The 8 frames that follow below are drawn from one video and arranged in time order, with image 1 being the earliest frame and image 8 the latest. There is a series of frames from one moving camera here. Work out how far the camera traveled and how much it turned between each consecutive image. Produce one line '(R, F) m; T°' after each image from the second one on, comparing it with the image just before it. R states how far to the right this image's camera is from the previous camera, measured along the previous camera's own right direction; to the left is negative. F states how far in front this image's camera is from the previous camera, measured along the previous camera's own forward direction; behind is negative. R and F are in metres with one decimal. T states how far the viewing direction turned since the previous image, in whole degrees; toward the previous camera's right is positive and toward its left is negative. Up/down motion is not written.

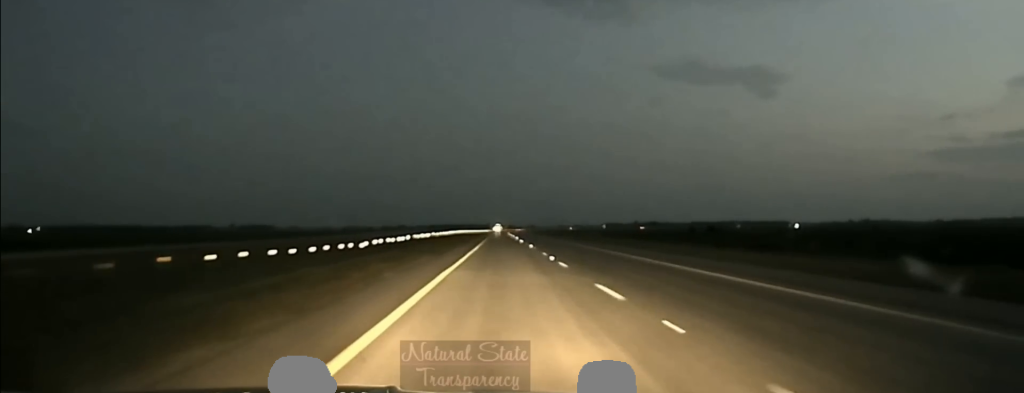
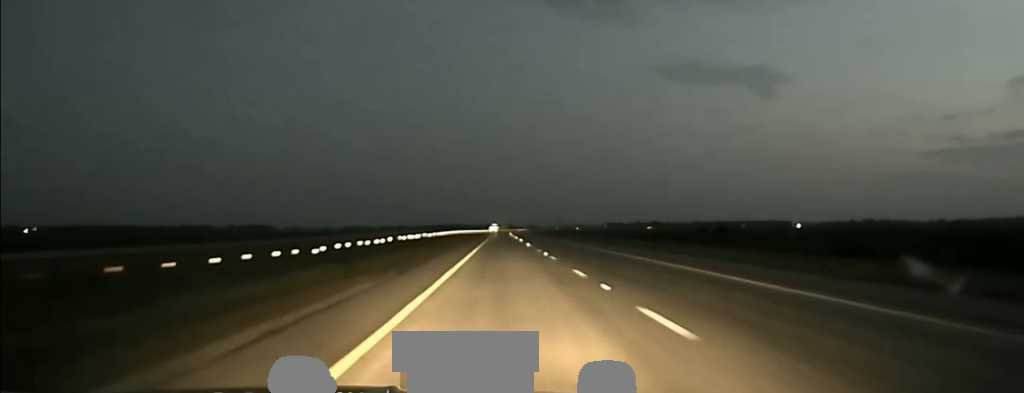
(+0.1, +16.4) m; 0°
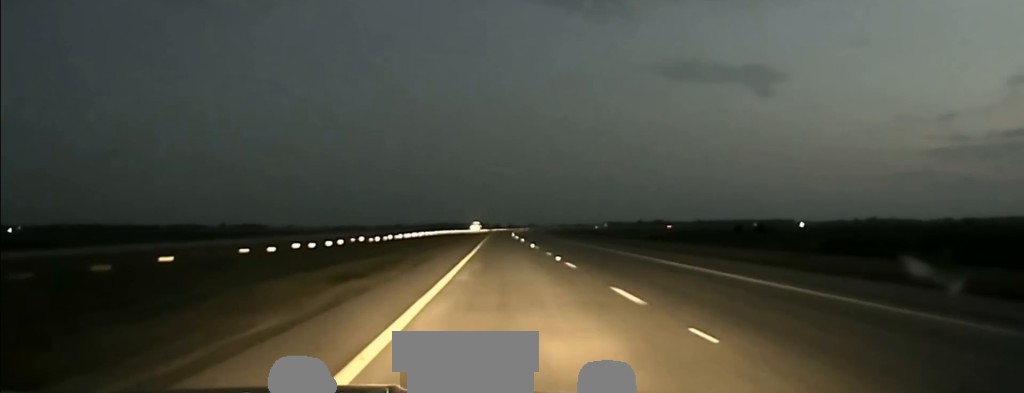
(-0.2, +57.1) m; 0°
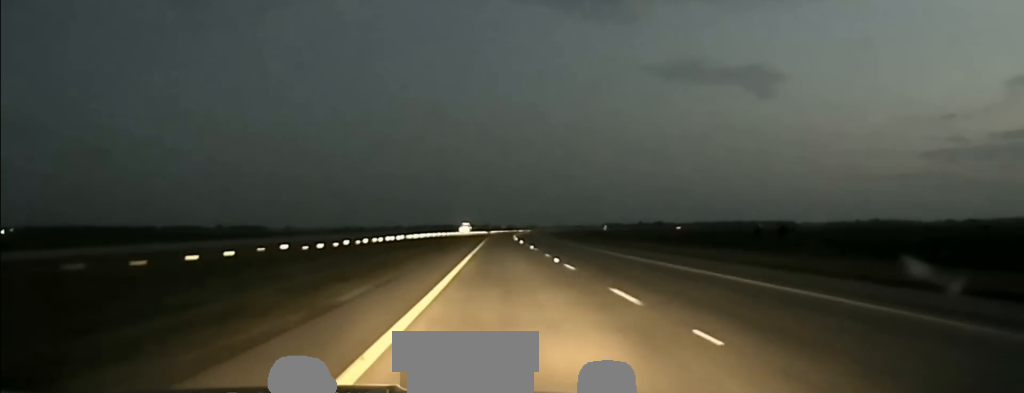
(+0.2, +25.3) m; 0°
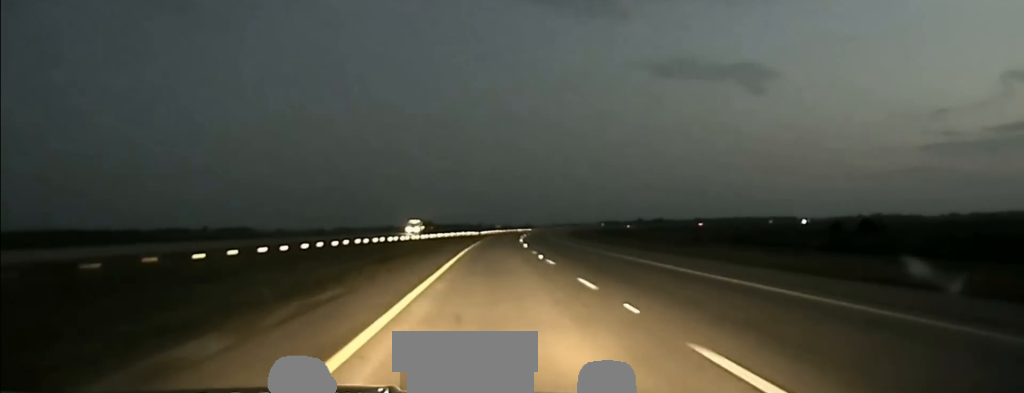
(0.0, +72.9) m; 0°
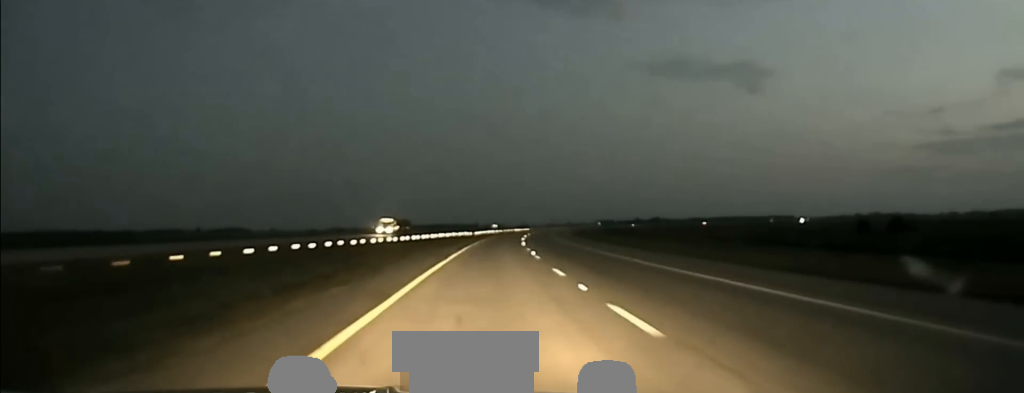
(+0.1, +20.7) m; 0°
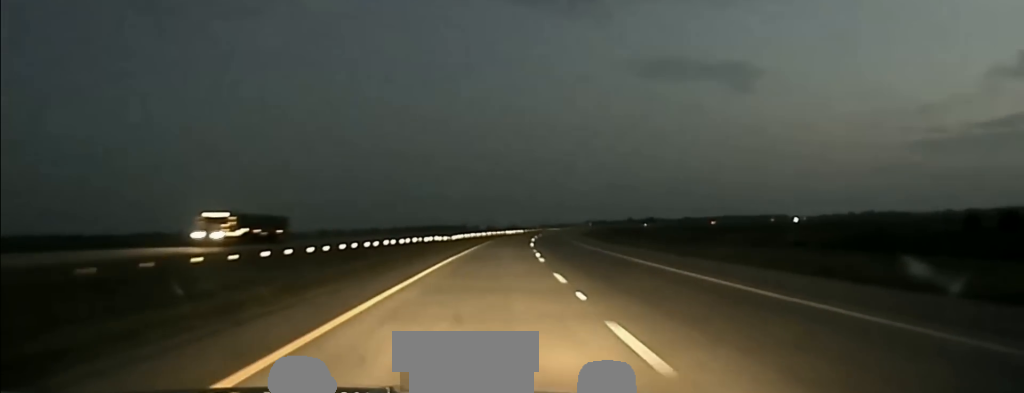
(+0.1, +48.0) m; +1°
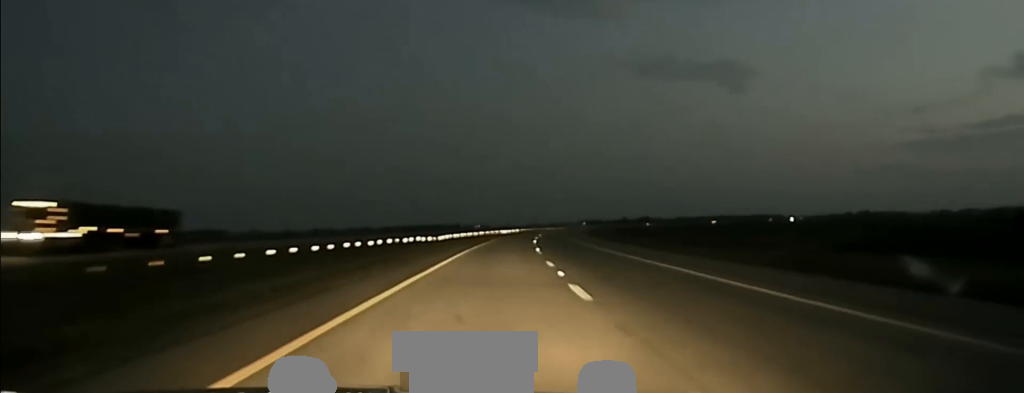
(-0.1, +16.7) m; +1°
